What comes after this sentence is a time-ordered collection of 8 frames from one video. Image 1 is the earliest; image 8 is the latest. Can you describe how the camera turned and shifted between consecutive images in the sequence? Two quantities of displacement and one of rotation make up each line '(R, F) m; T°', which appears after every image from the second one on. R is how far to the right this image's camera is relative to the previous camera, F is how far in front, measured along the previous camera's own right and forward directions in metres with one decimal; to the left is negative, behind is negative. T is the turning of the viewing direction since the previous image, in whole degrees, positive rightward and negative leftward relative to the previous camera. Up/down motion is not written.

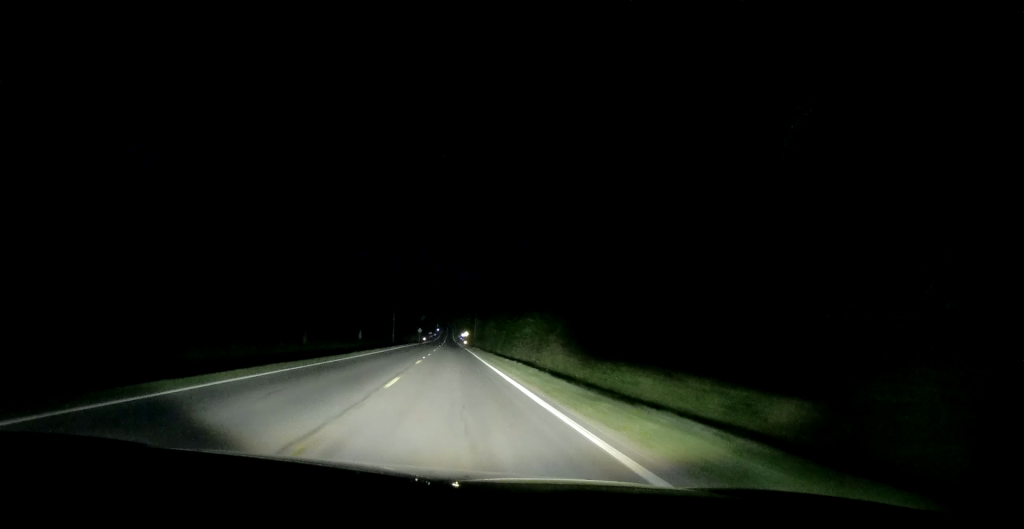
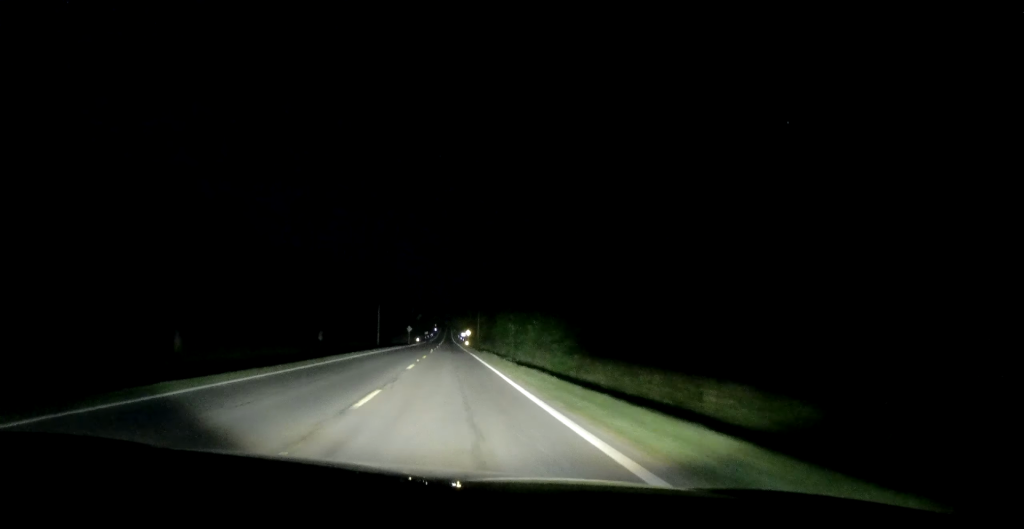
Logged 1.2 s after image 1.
(0.0, +29.7) m; 0°
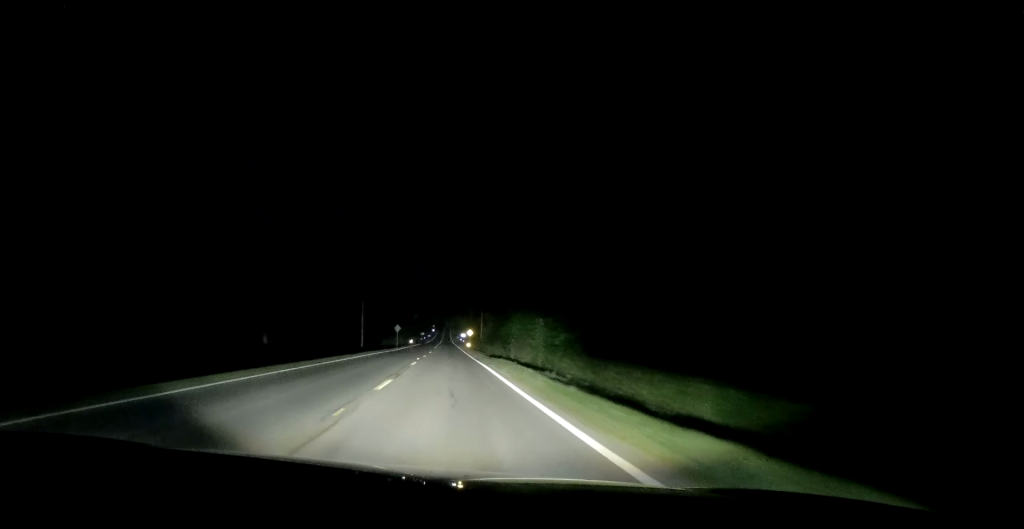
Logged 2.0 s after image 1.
(0.0, +21.0) m; 0°
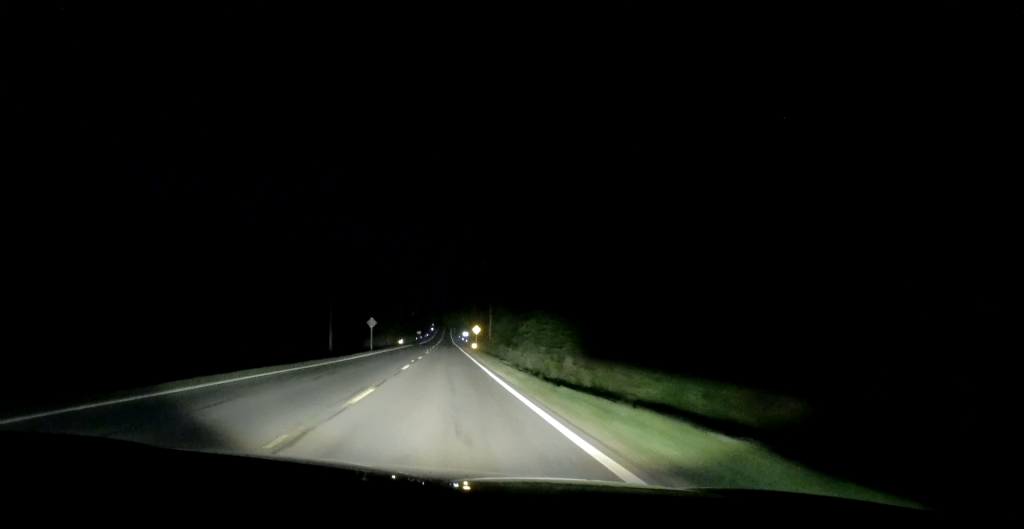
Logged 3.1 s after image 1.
(0.0, +27.5) m; 0°
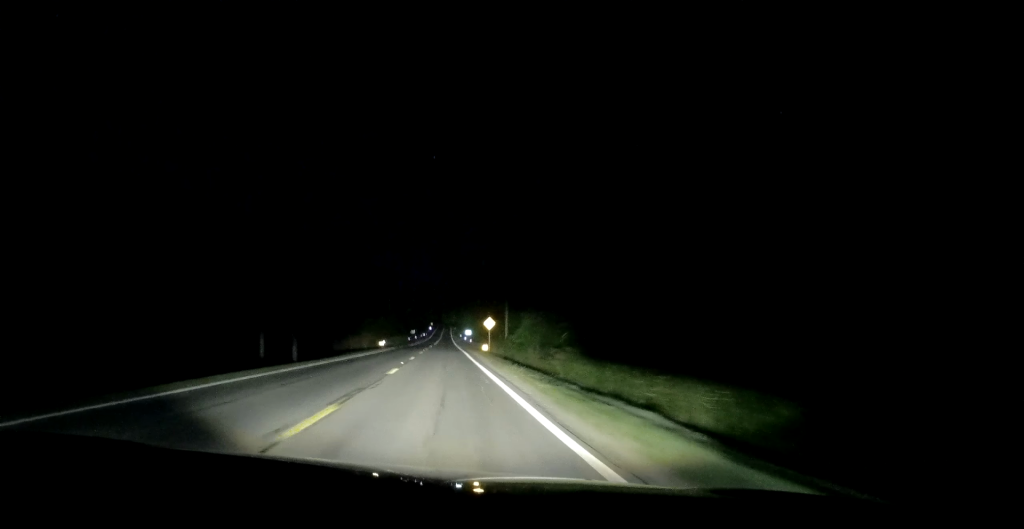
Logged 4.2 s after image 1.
(0.0, +28.2) m; 0°
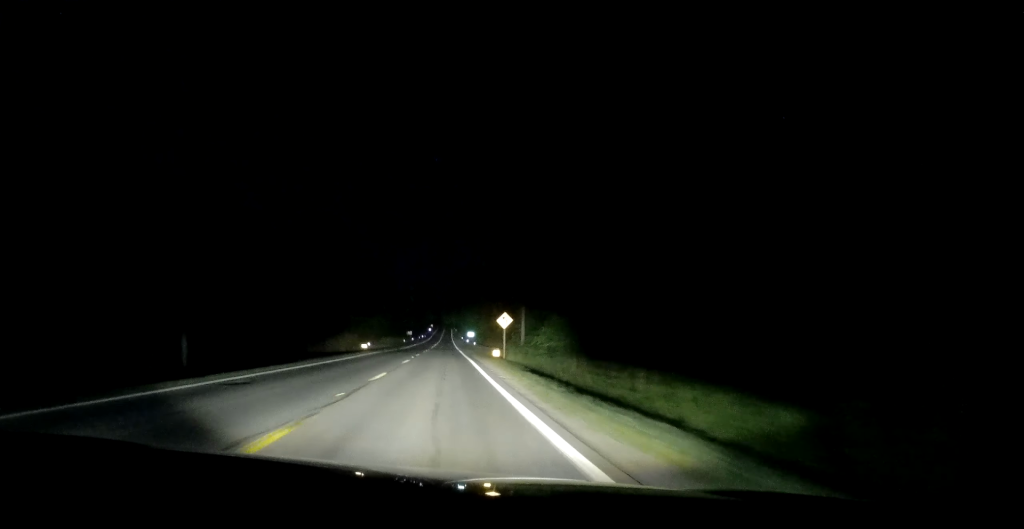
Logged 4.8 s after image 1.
(0.0, +15.0) m; 0°
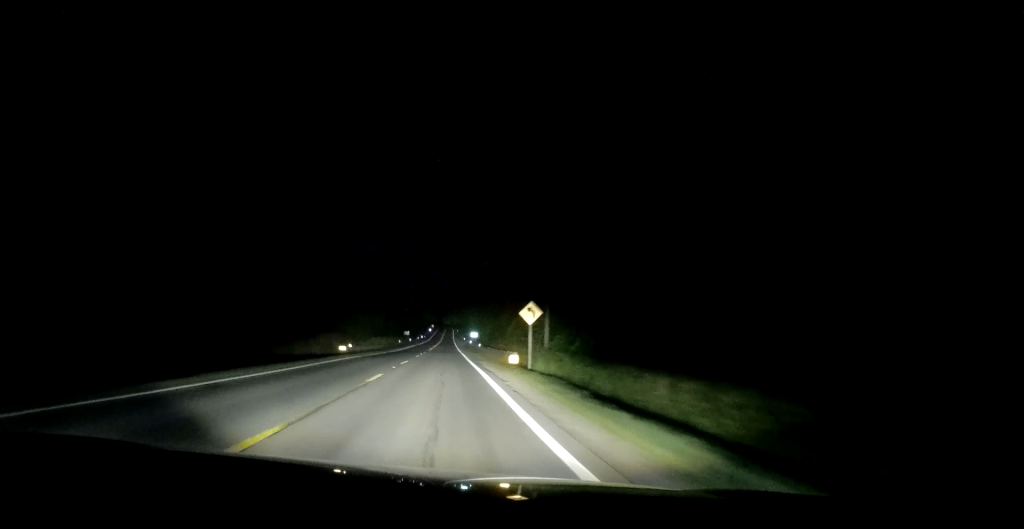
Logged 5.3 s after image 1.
(0.0, +12.5) m; 0°
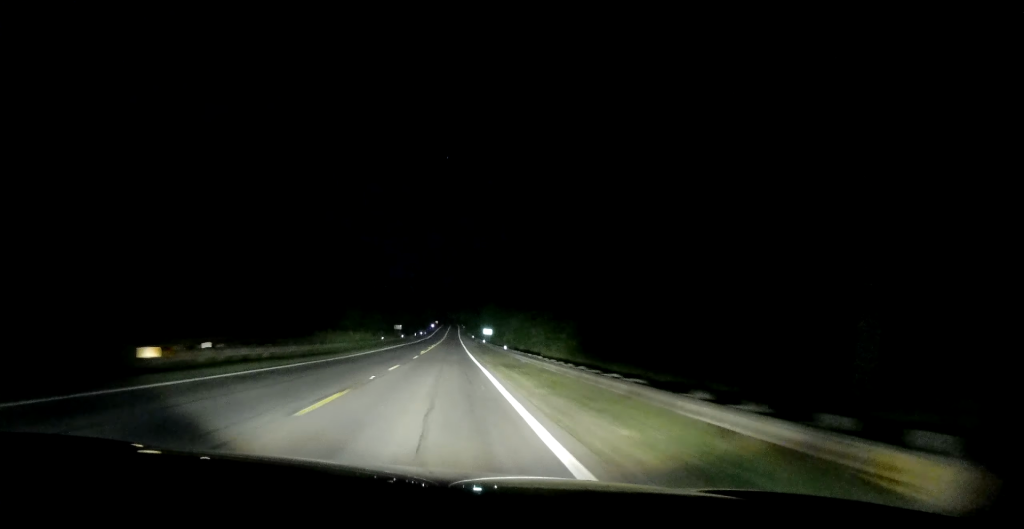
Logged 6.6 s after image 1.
(0.0, +32.0) m; 0°
